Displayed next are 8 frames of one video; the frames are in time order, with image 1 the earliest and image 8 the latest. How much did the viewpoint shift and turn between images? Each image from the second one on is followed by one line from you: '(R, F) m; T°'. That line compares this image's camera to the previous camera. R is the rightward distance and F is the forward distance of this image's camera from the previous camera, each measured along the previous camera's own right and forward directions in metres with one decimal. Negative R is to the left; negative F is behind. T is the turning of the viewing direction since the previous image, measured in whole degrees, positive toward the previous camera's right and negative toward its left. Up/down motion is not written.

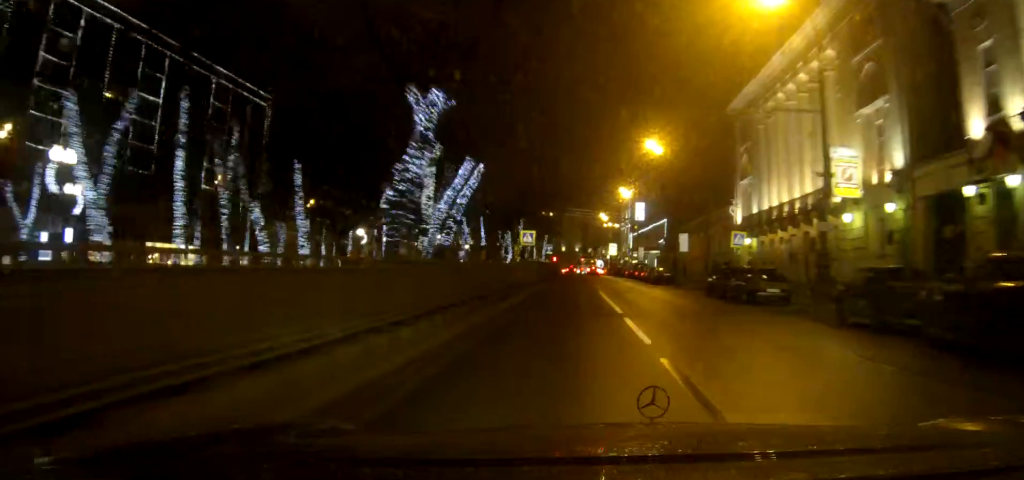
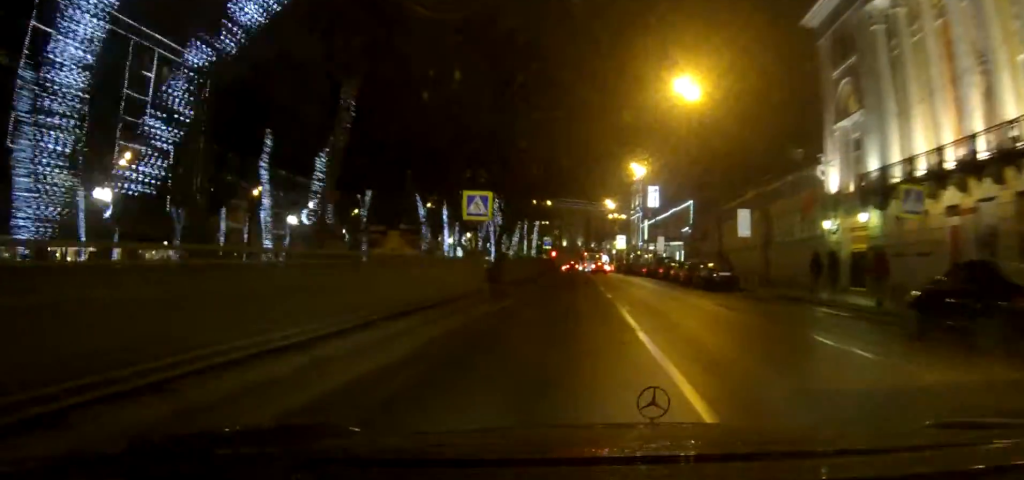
(-0.1, +21.3) m; -1°
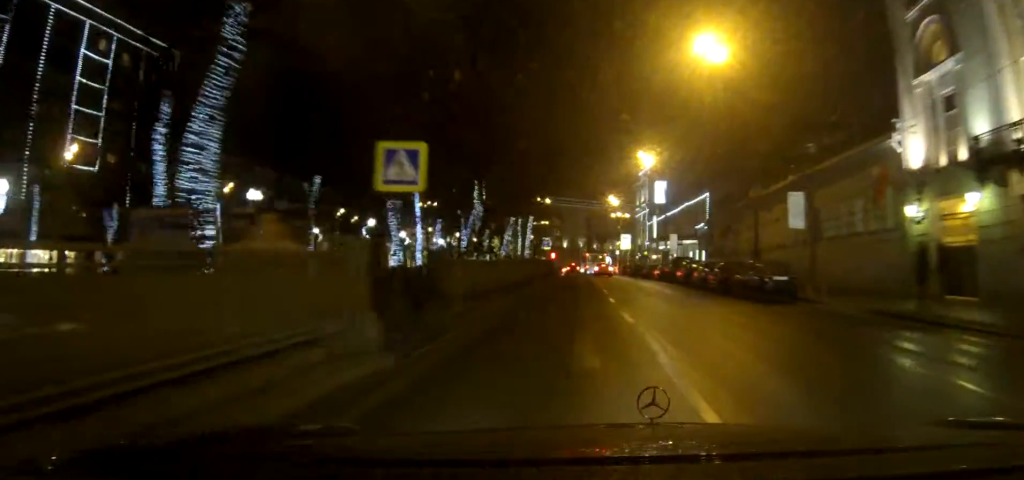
(0.0, +9.5) m; 0°
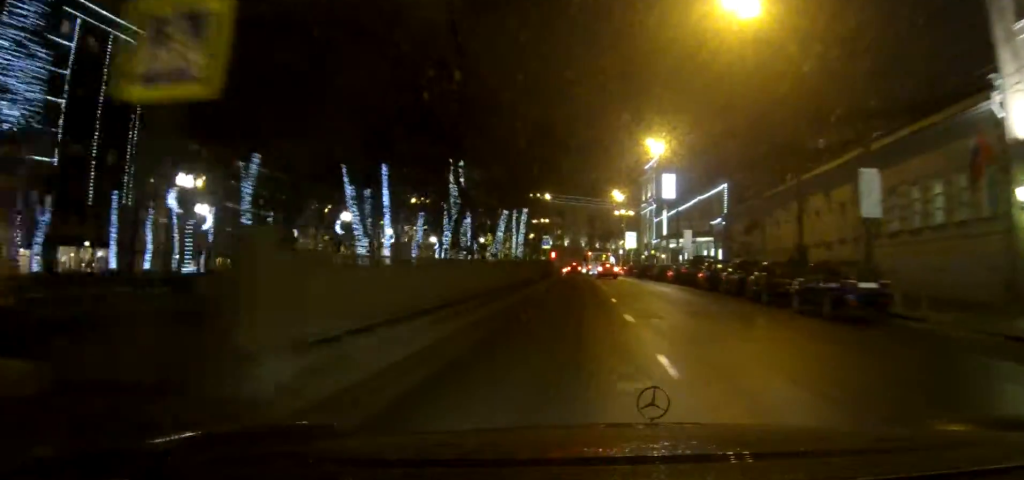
(0.0, +7.7) m; 0°
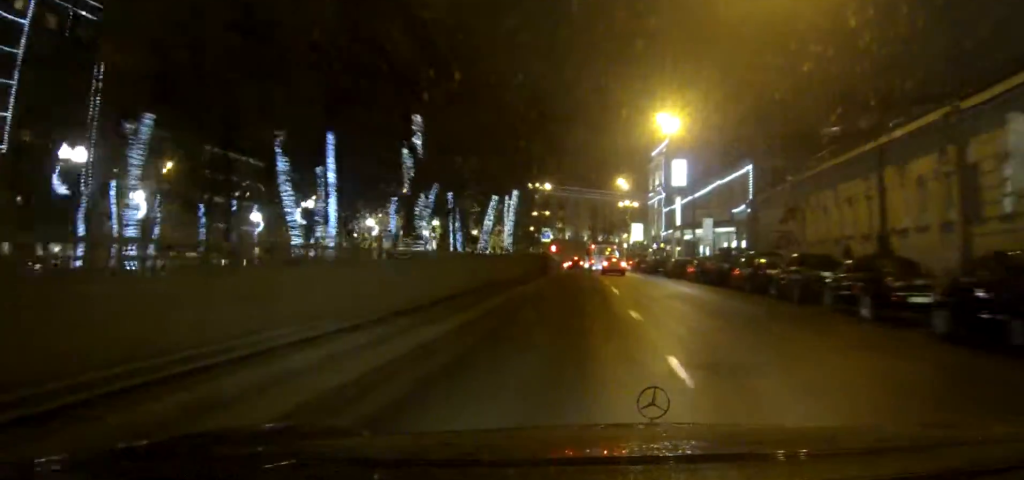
(0.0, +8.7) m; 0°
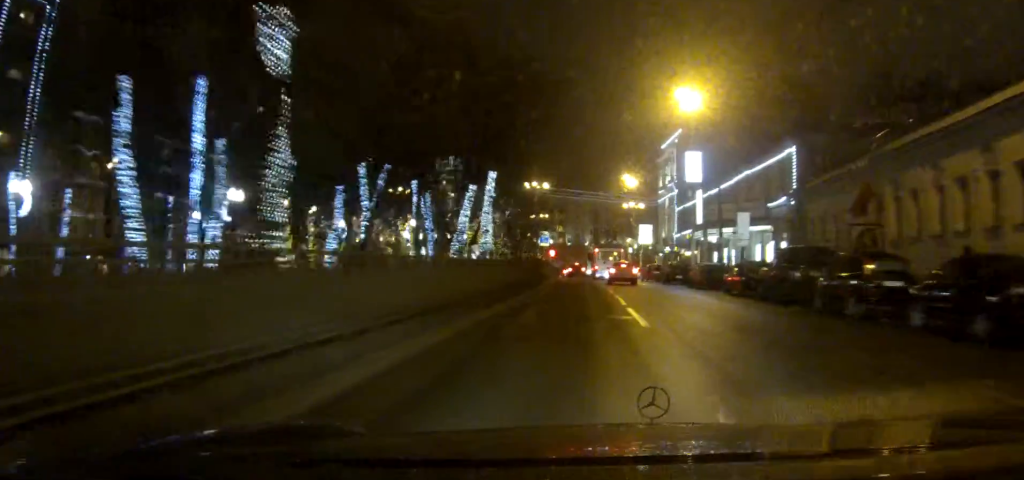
(0.0, +10.9) m; 0°
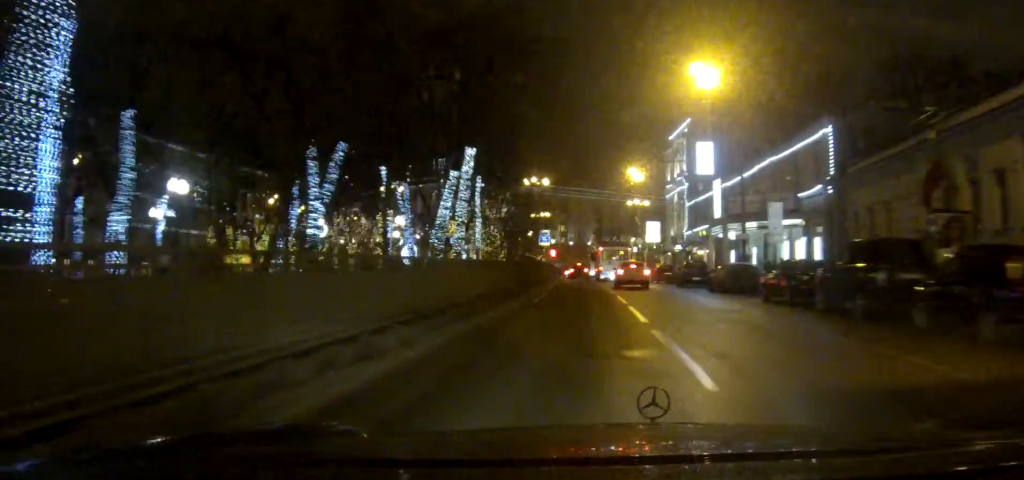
(0.0, +6.3) m; 0°
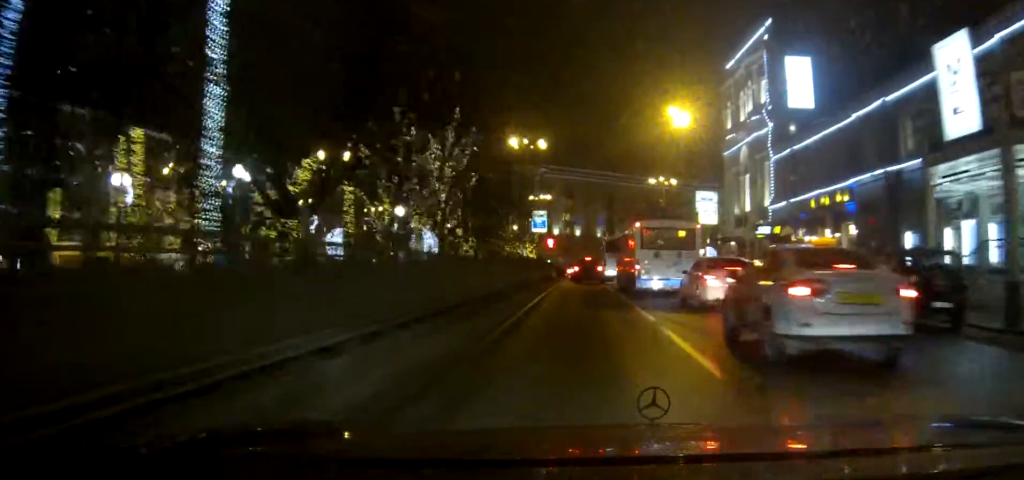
(+0.1, +31.3) m; -1°
